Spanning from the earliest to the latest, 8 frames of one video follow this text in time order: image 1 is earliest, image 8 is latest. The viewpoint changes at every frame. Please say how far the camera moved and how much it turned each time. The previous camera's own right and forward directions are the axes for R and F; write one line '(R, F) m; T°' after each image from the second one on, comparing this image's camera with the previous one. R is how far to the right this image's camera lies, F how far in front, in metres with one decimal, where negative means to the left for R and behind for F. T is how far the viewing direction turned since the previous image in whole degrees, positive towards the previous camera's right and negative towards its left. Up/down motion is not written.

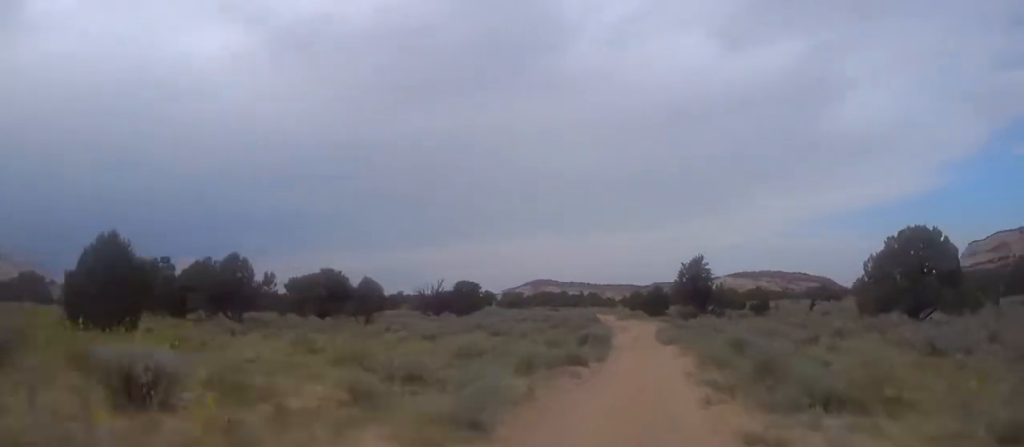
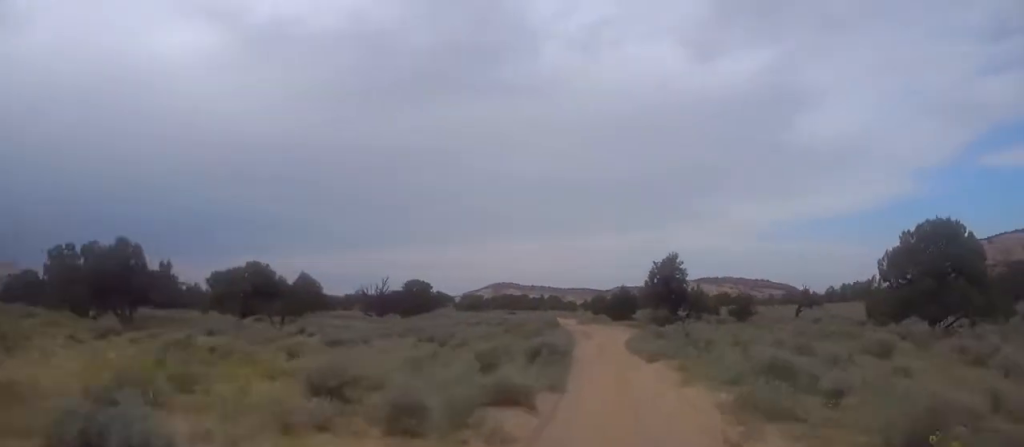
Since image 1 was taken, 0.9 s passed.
(+0.1, +8.0) m; +2°
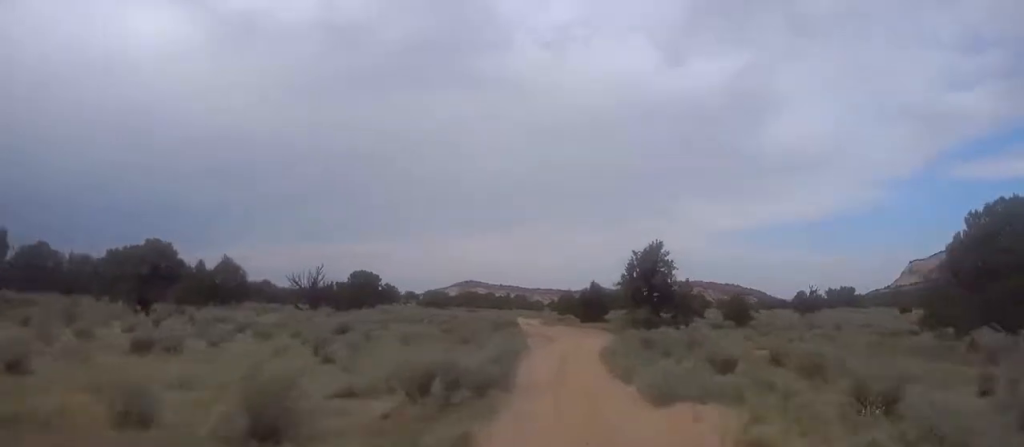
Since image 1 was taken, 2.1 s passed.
(-0.2, +11.3) m; +3°
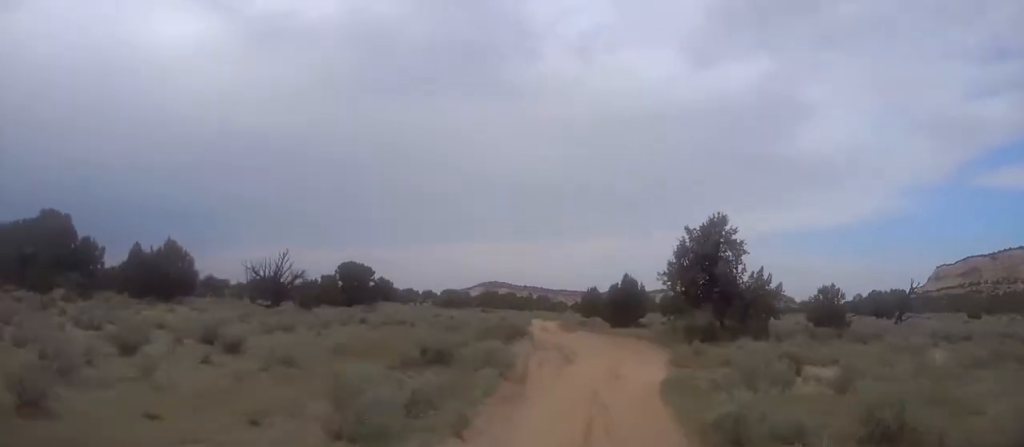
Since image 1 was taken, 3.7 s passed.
(+1.1, +15.4) m; +3°
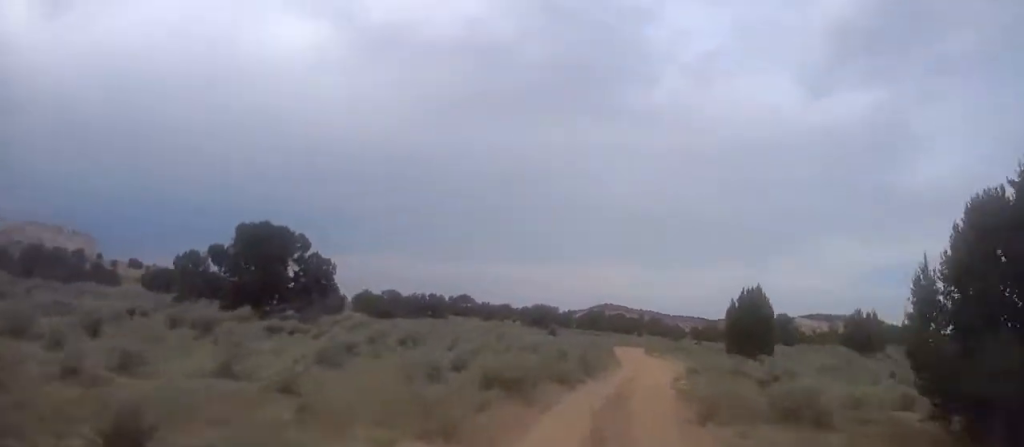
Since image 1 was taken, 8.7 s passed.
(+0.3, +48.1) m; -2°
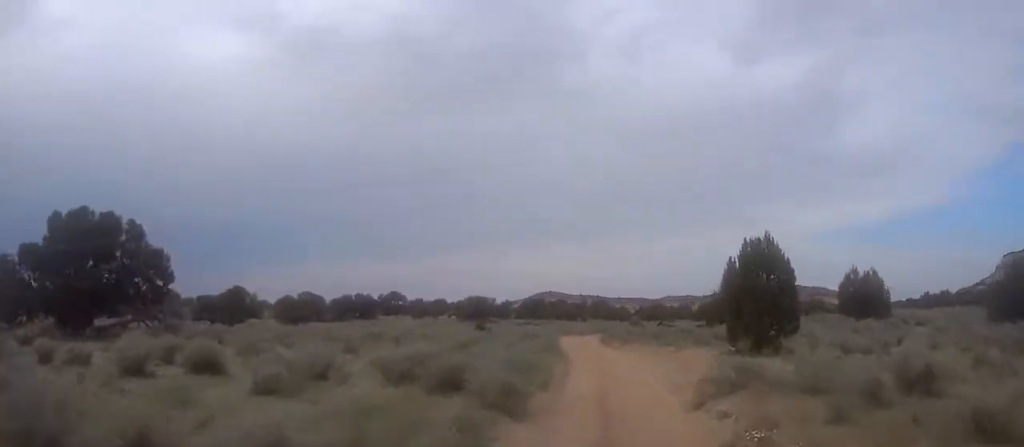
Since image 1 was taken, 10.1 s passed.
(-0.5, +13.4) m; -2°
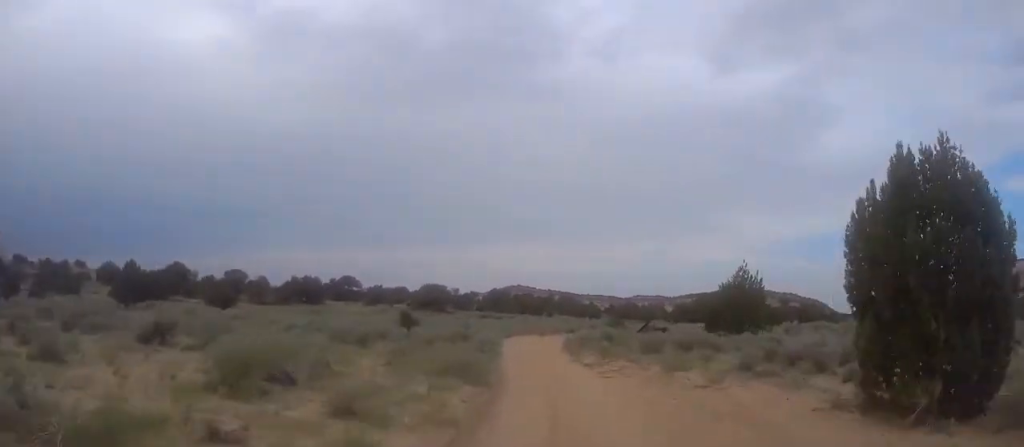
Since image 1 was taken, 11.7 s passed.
(-0.1, +15.4) m; 0°
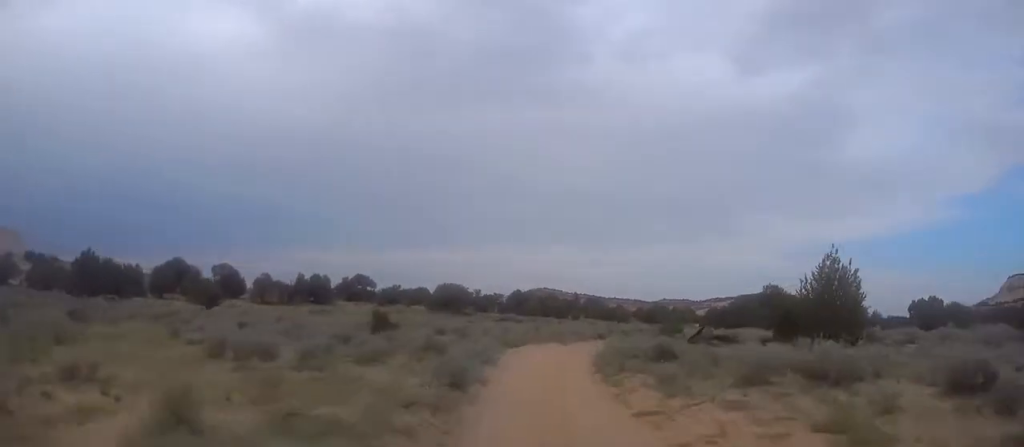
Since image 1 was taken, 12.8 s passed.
(0.0, +11.0) m; 0°
